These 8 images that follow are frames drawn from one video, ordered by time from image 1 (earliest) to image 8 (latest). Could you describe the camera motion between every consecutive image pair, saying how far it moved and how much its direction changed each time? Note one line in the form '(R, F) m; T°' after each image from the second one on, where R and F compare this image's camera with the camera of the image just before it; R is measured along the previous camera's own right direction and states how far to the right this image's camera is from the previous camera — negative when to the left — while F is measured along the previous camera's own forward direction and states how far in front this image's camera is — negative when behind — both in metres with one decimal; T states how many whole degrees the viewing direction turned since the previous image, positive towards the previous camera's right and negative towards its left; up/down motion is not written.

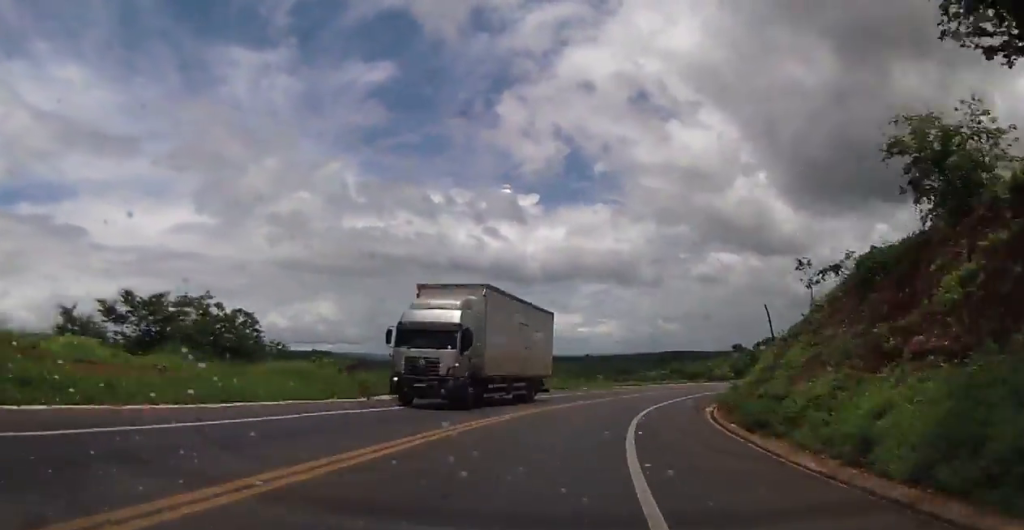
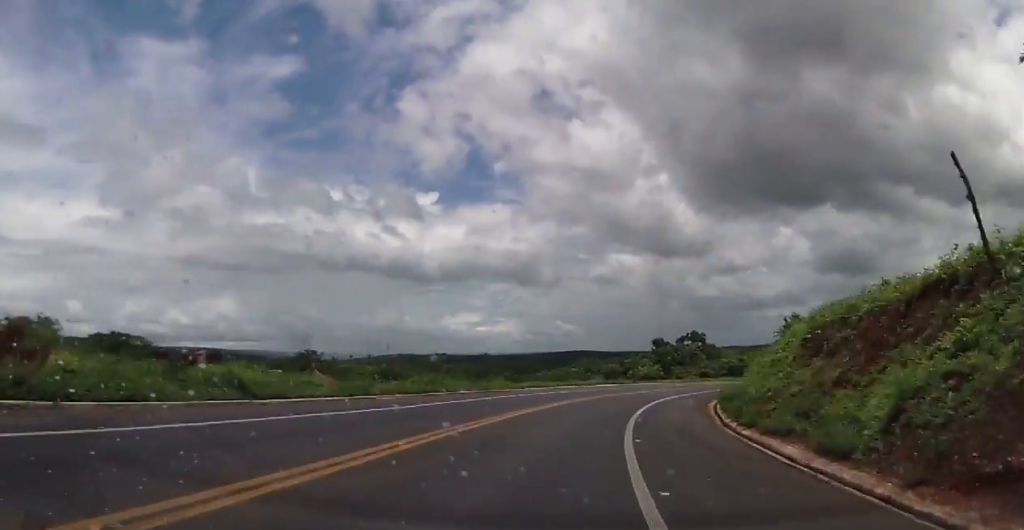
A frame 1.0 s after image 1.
(+2.1, +22.4) m; +7°
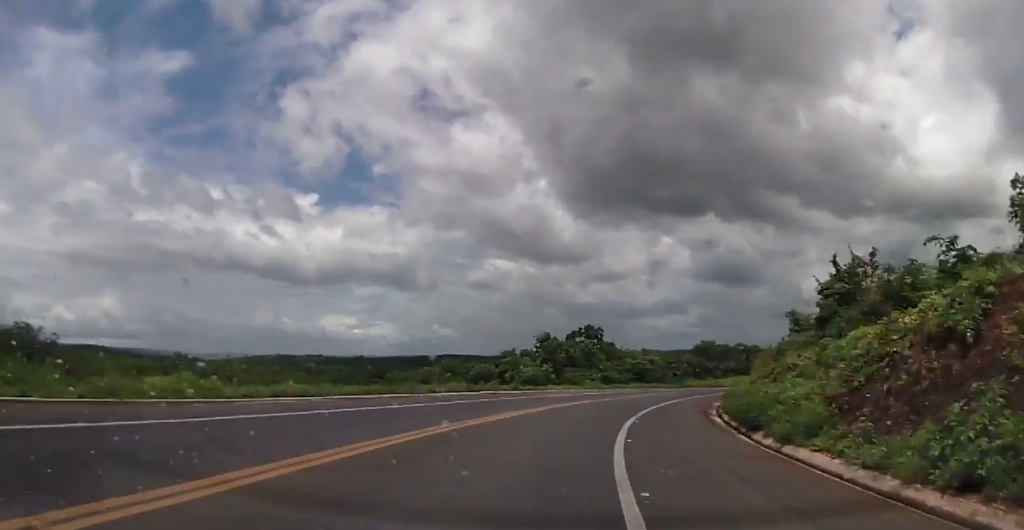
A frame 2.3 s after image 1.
(+1.9, +27.5) m; +10°
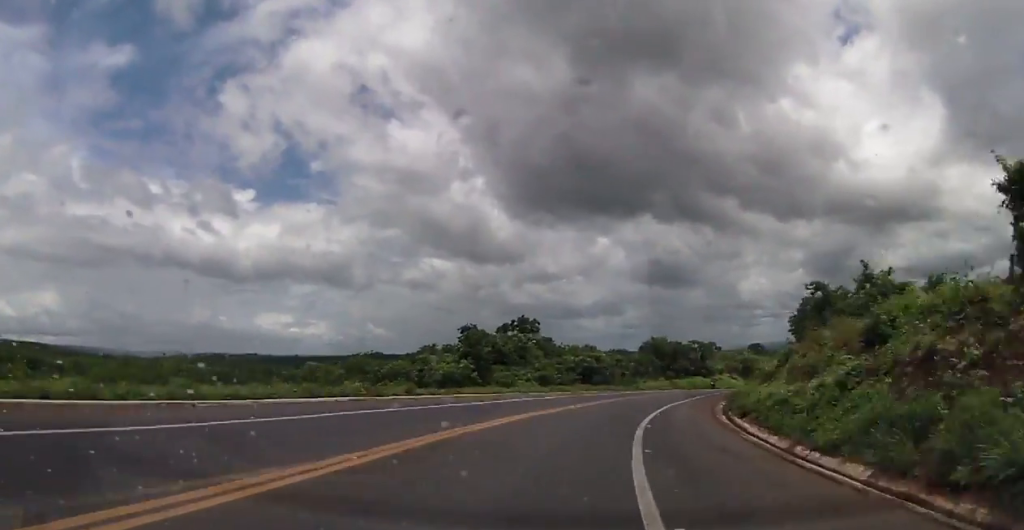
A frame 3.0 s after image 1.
(+0.8, +15.2) m; +6°
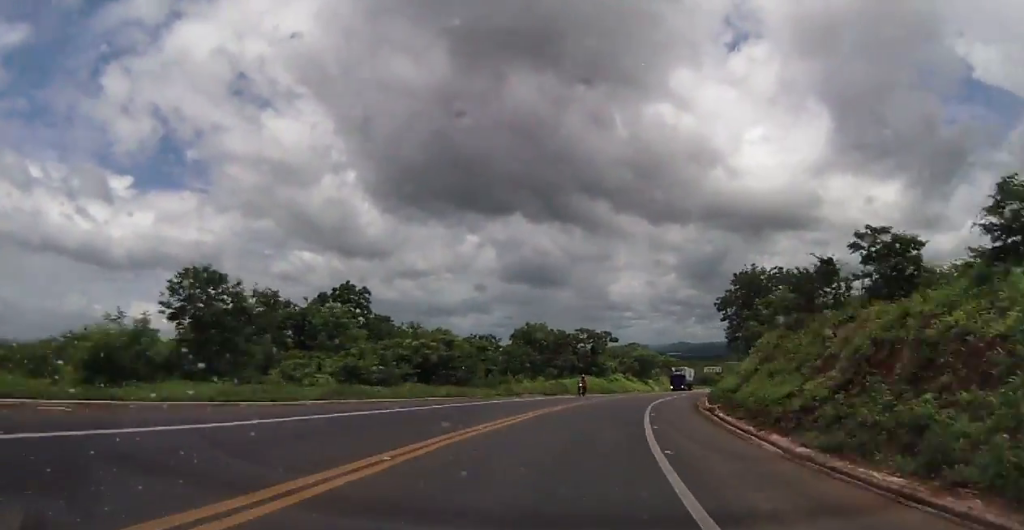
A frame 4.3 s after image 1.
(+2.2, +27.5) m; +9°
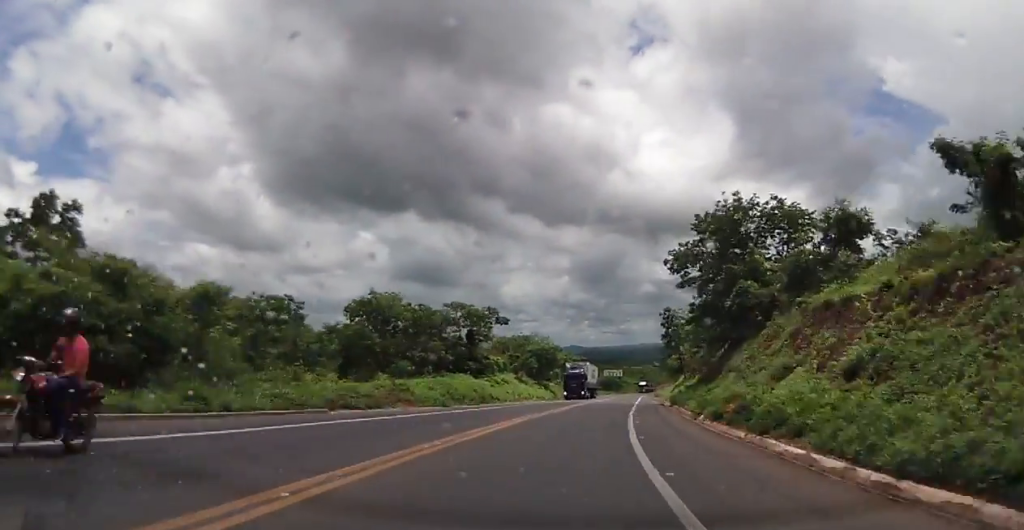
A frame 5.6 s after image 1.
(+3.2, +29.7) m; +12°
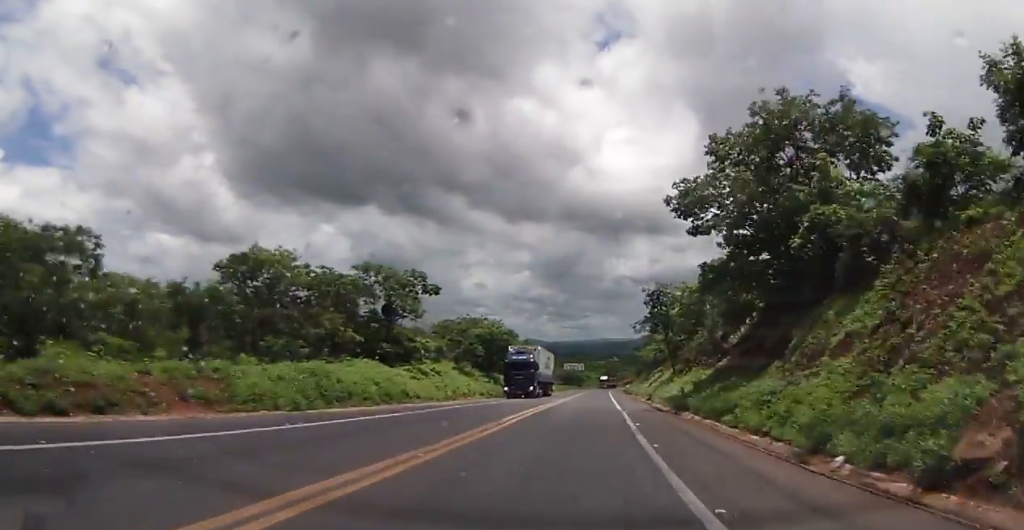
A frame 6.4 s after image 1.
(+1.0, +16.2) m; +6°
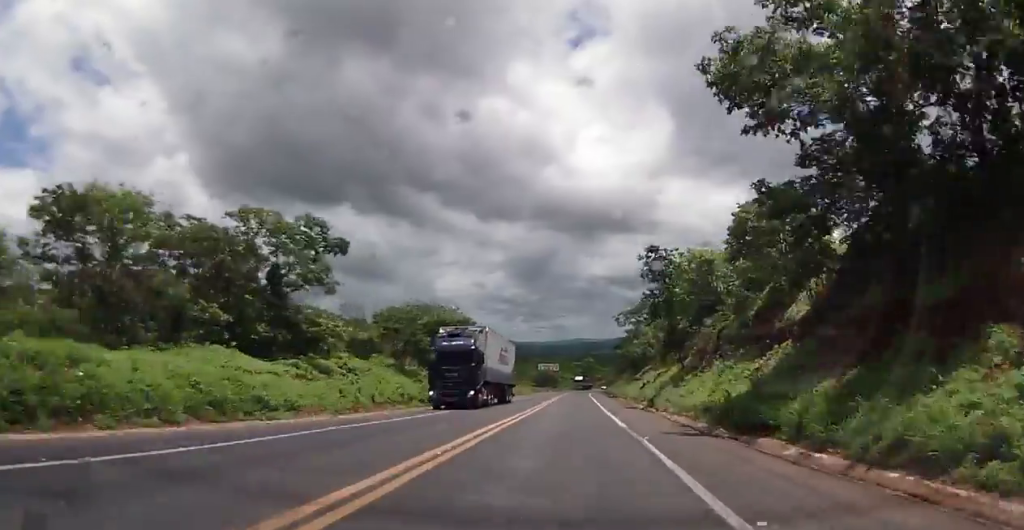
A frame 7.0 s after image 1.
(+0.5, +14.2) m; +4°
